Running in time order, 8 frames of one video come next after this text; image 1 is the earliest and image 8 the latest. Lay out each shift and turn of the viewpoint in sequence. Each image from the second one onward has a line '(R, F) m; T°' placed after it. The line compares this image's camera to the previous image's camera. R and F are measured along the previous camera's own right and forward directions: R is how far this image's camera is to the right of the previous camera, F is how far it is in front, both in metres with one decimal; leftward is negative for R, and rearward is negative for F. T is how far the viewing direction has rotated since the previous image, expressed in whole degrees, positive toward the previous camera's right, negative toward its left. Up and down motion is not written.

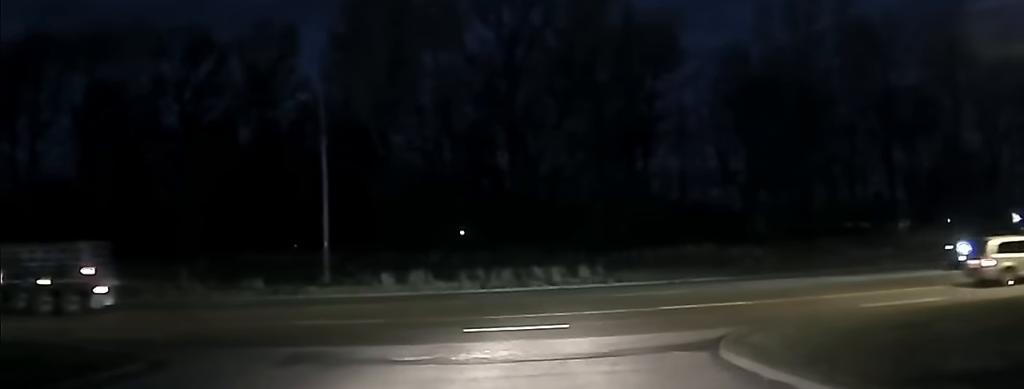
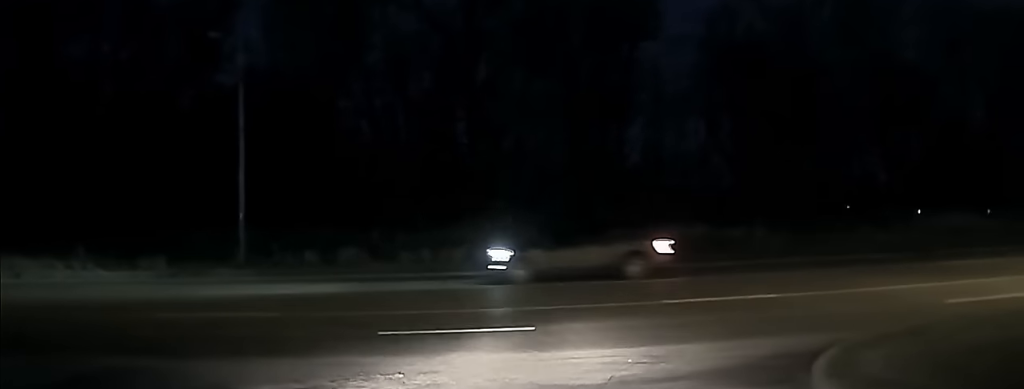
(+0.1, +7.4) m; -1°
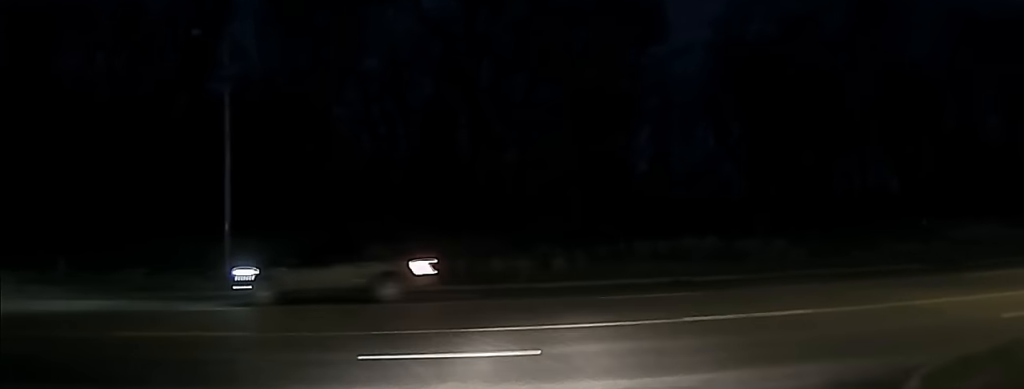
(-0.2, +2.4) m; +1°
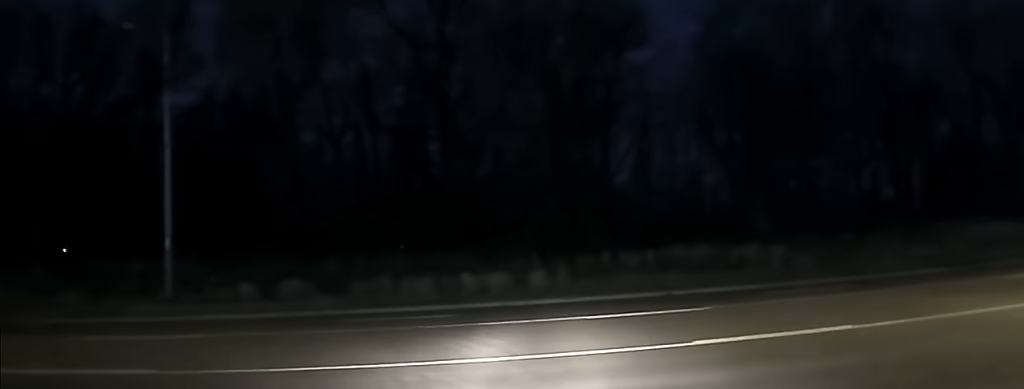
(+0.3, +4.0) m; +8°
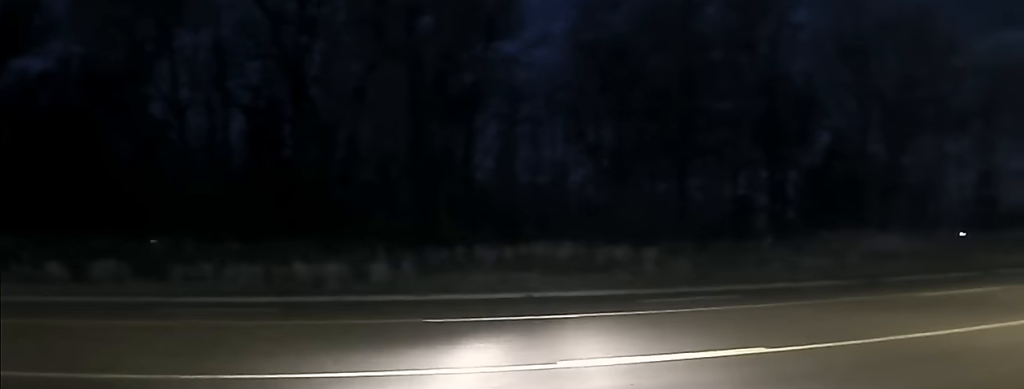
(+0.2, +4.2) m; +15°
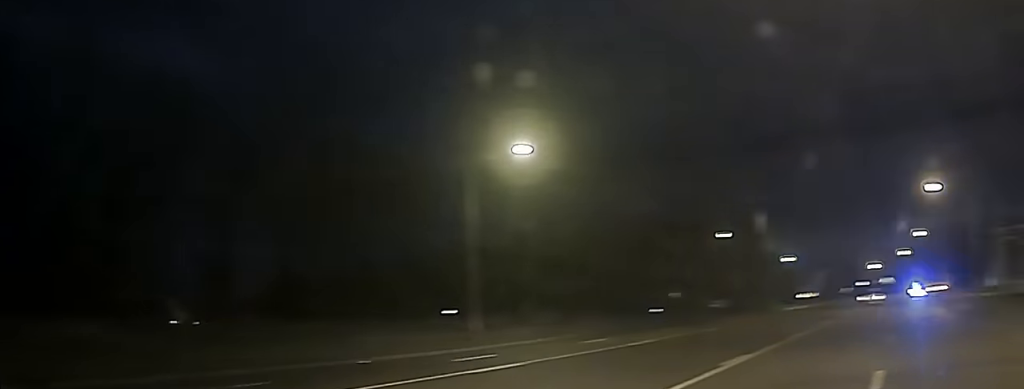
(+3.5, +8.1) m; +43°
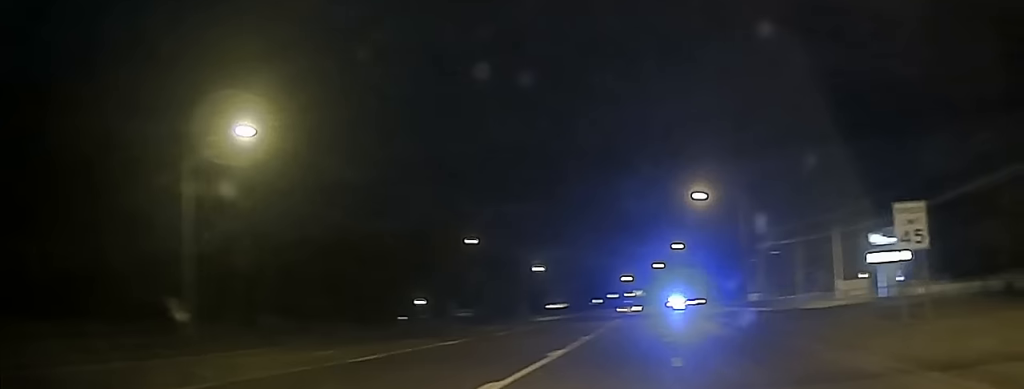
(+0.6, +5.2) m; +10°
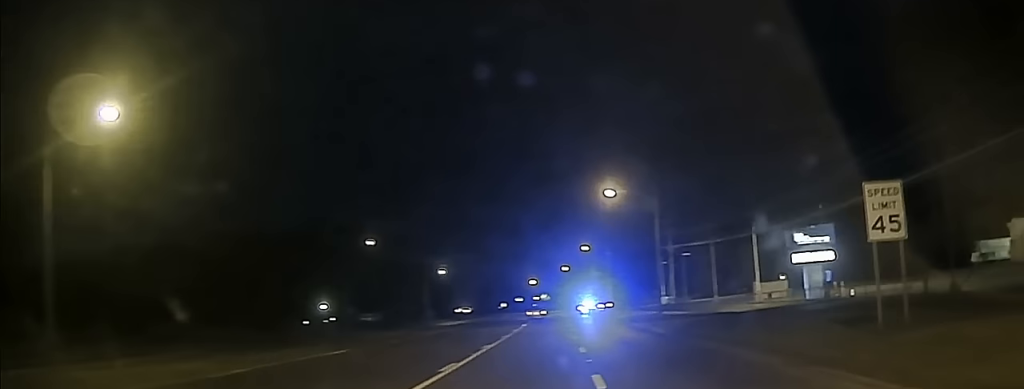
(+0.1, +3.9) m; +6°
